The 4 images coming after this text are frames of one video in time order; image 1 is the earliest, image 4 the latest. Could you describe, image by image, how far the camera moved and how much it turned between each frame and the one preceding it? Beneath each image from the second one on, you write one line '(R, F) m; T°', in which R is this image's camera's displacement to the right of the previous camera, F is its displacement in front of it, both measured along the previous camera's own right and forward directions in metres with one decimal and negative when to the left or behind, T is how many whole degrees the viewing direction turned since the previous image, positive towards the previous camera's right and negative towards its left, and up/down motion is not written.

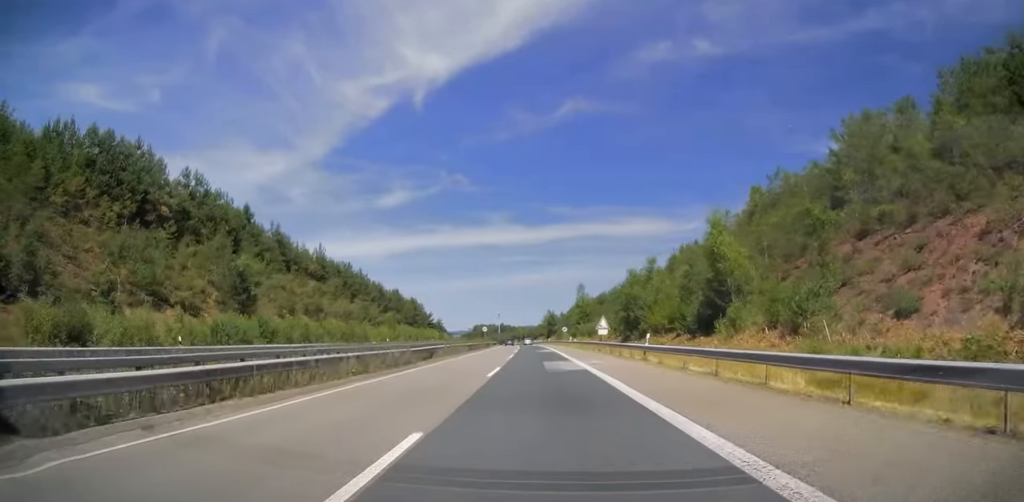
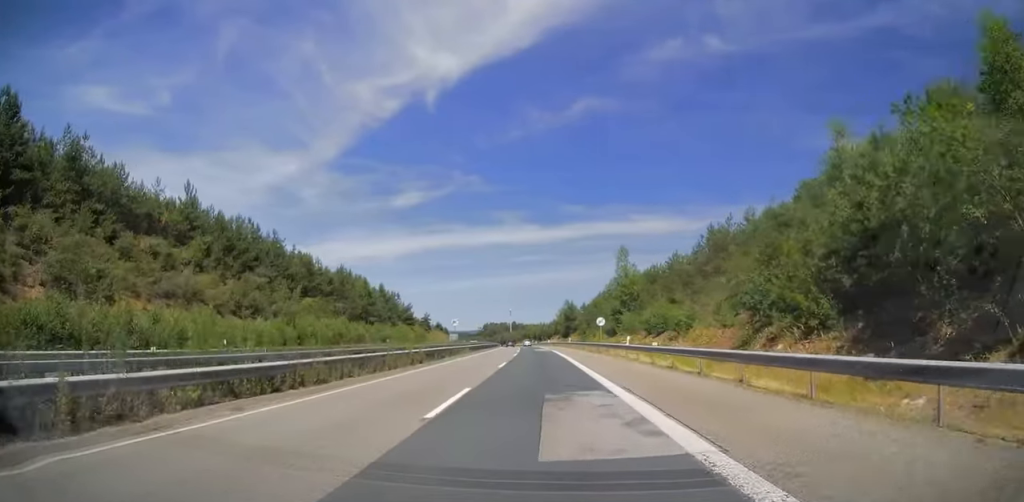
(-0.3, +46.8) m; -1°
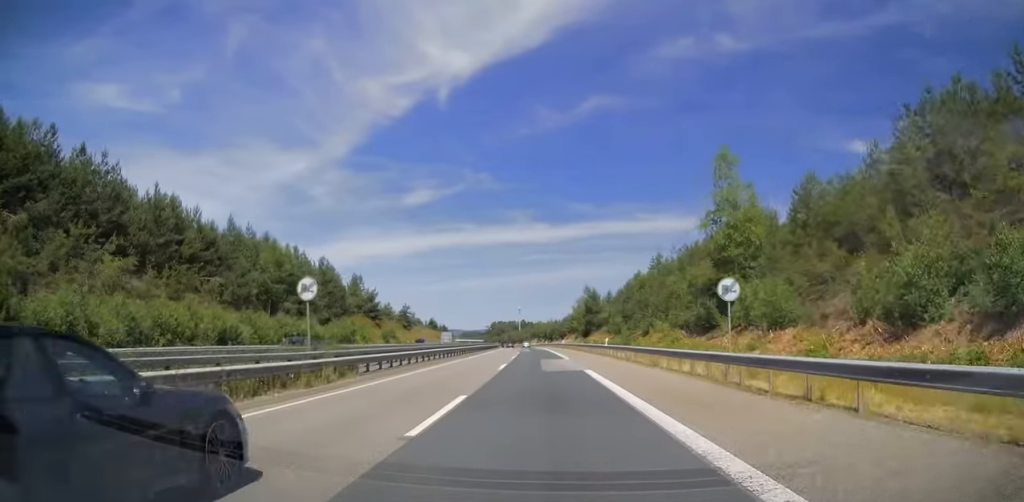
(-0.3, +37.7) m; -1°
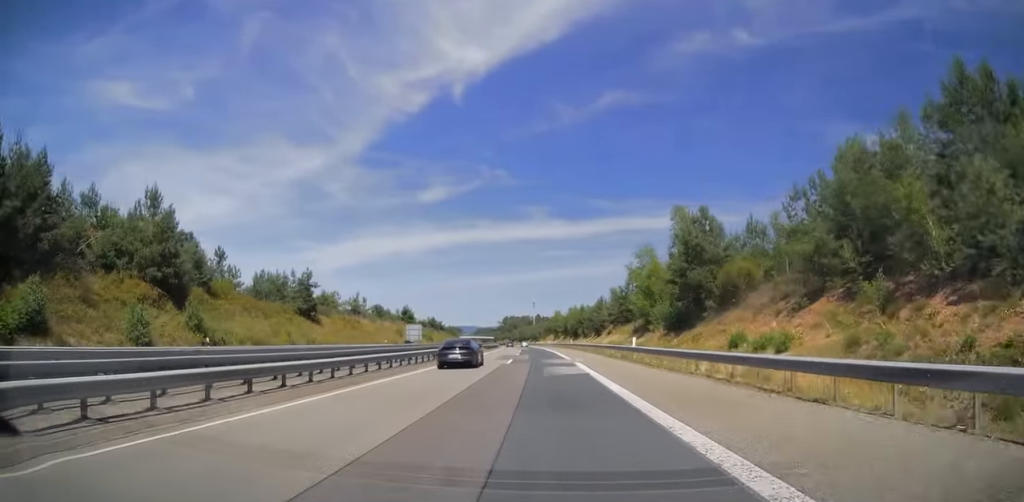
(-1.0, +64.3) m; -2°
